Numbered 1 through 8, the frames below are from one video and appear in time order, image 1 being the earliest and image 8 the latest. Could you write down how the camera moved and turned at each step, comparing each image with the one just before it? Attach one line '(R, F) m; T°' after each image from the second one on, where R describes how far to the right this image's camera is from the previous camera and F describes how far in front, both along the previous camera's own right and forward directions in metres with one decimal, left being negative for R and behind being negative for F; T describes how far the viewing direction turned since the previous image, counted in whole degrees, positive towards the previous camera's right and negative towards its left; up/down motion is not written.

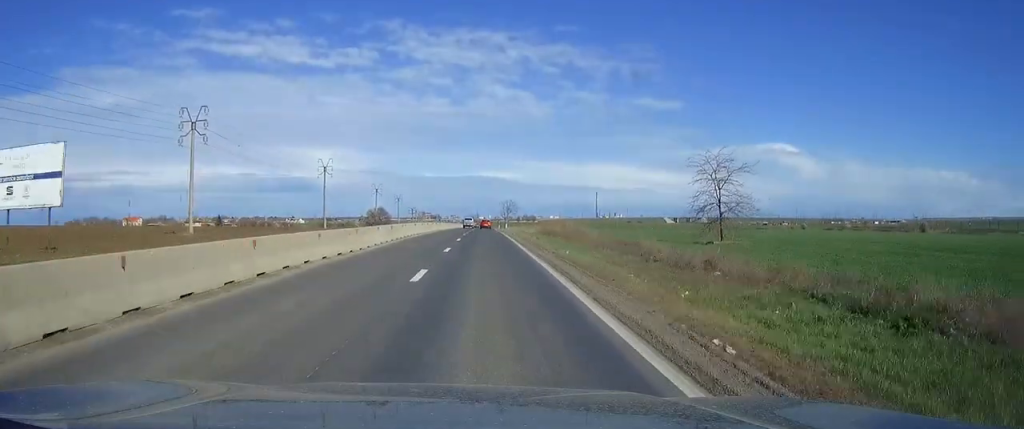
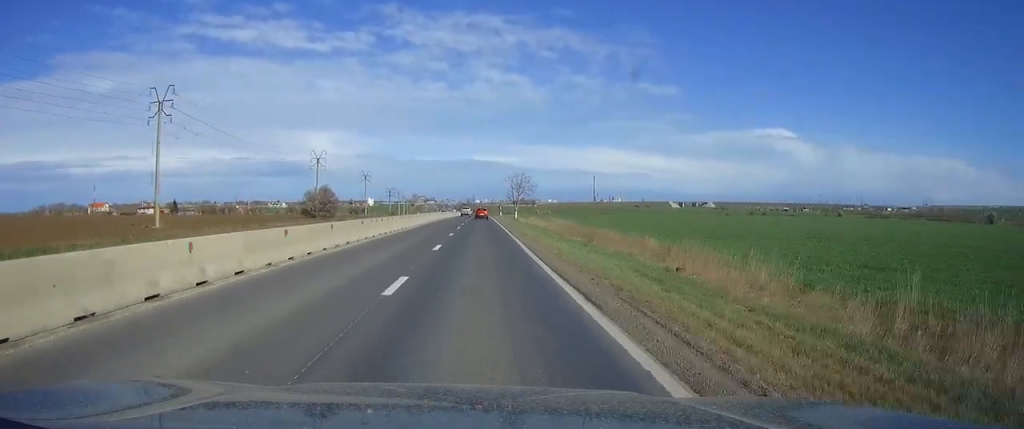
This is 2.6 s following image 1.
(+0.4, +75.6) m; +1°
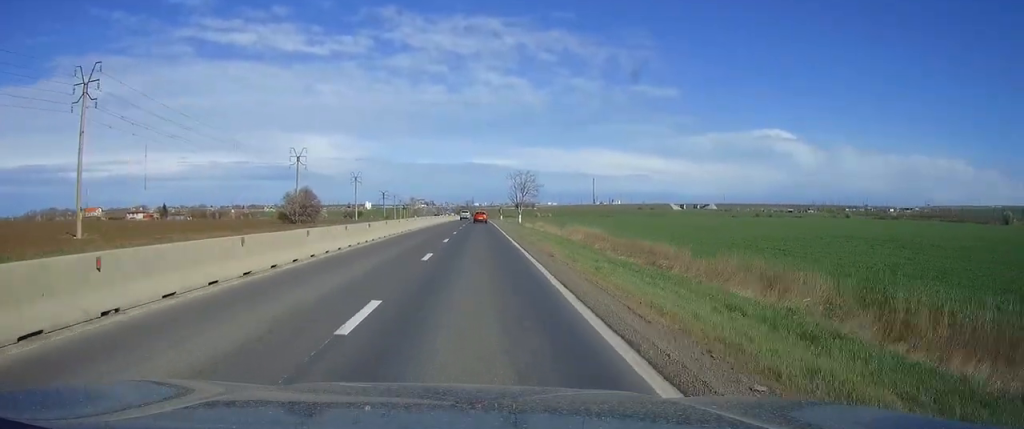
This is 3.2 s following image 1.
(0.0, +15.3) m; 0°
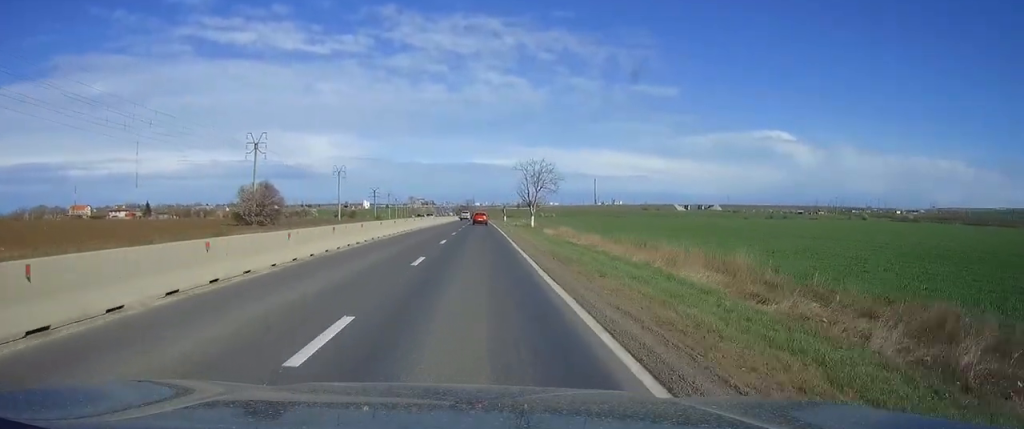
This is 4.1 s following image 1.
(0.0, +25.8) m; 0°
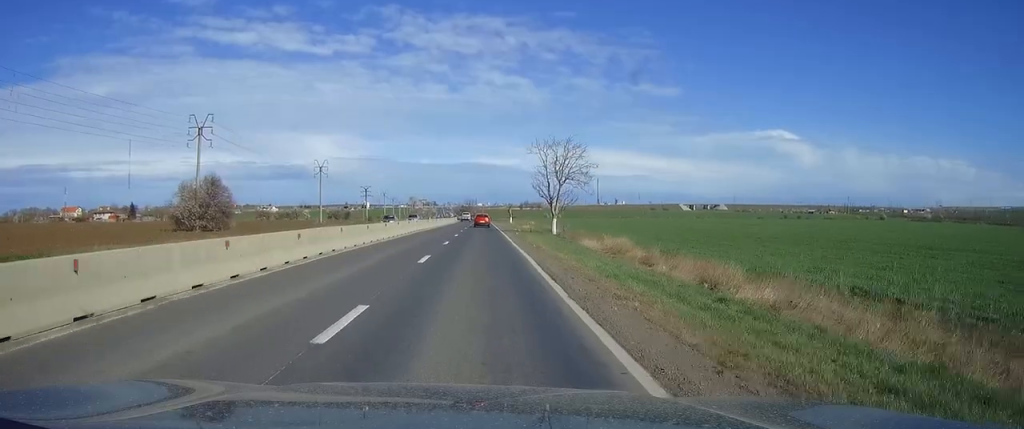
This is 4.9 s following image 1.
(0.0, +22.9) m; 0°
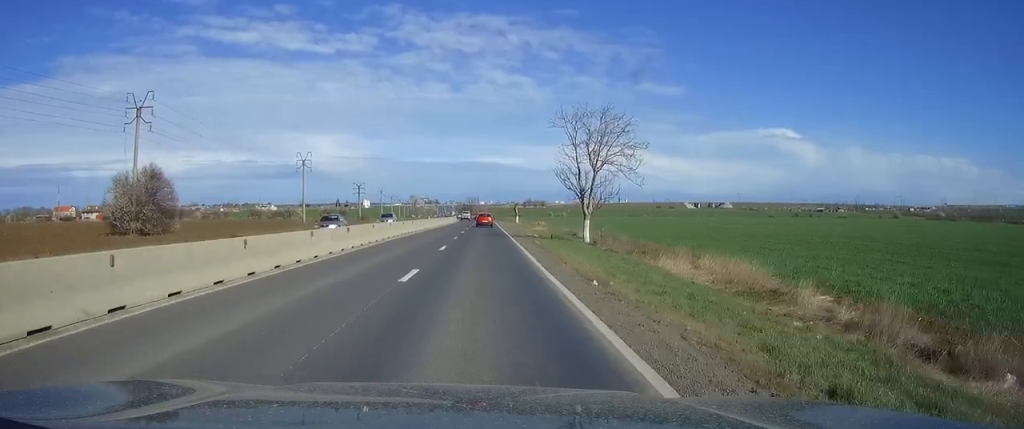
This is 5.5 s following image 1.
(0.0, +17.2) m; 0°
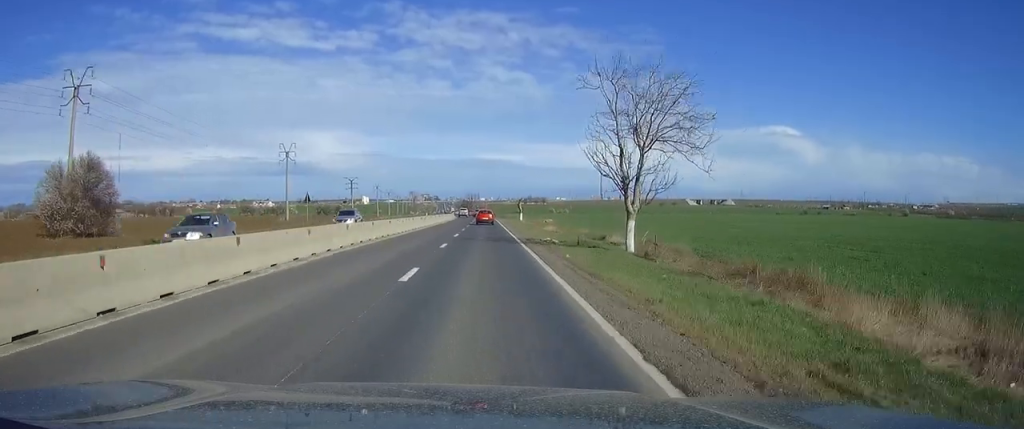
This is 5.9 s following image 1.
(0.0, +12.4) m; 0°
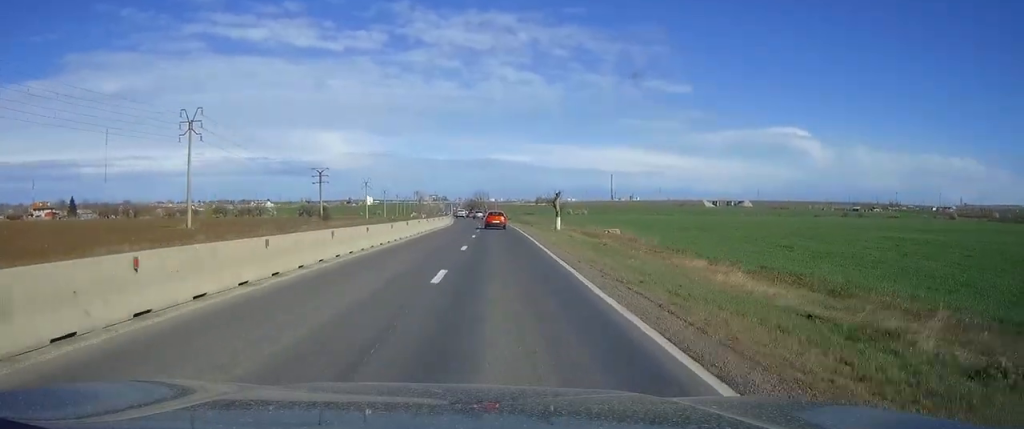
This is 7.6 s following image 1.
(-0.3, +47.8) m; -1°
